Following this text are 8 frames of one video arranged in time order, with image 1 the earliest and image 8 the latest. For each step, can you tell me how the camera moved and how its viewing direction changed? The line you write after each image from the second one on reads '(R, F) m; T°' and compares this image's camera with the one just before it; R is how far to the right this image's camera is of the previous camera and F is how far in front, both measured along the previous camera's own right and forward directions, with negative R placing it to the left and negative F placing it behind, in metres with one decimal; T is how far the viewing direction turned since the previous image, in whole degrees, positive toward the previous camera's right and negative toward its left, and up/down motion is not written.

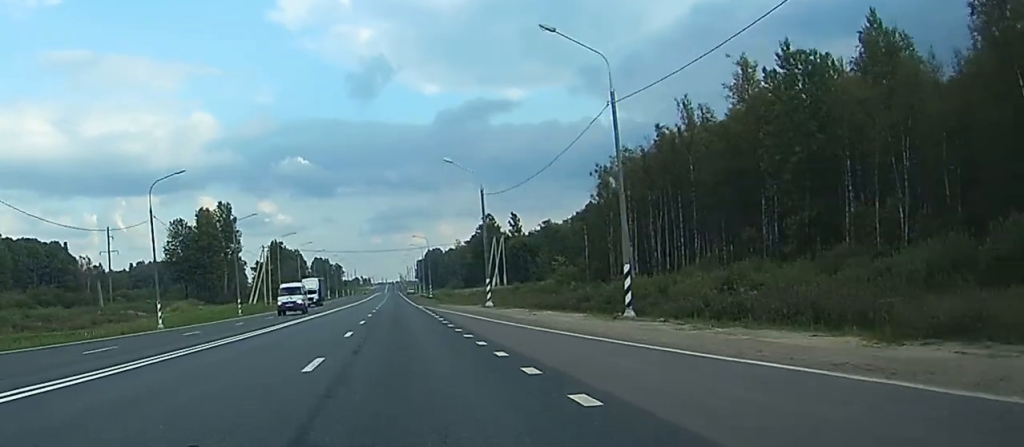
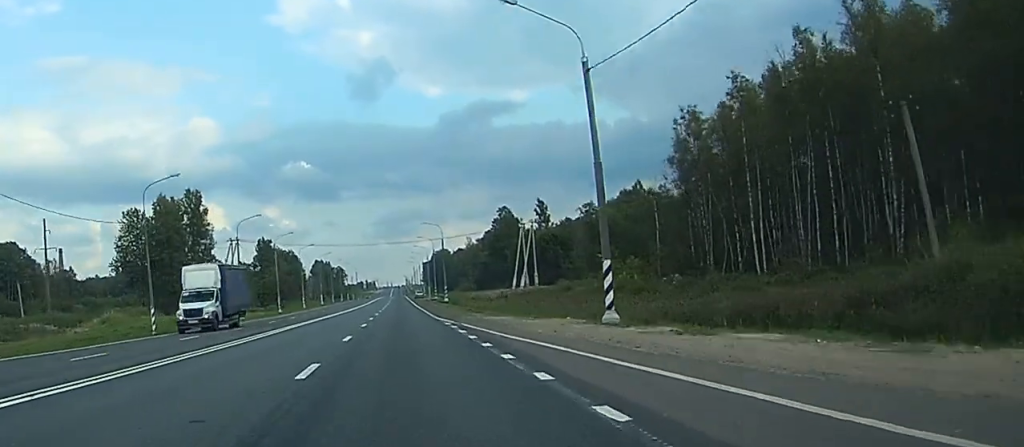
(-0.6, +37.3) m; -1°
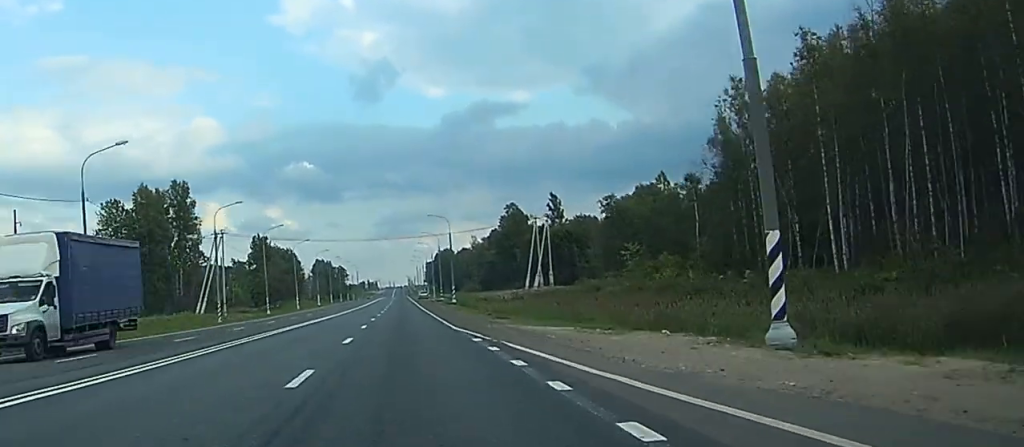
(0.0, +13.3) m; 0°
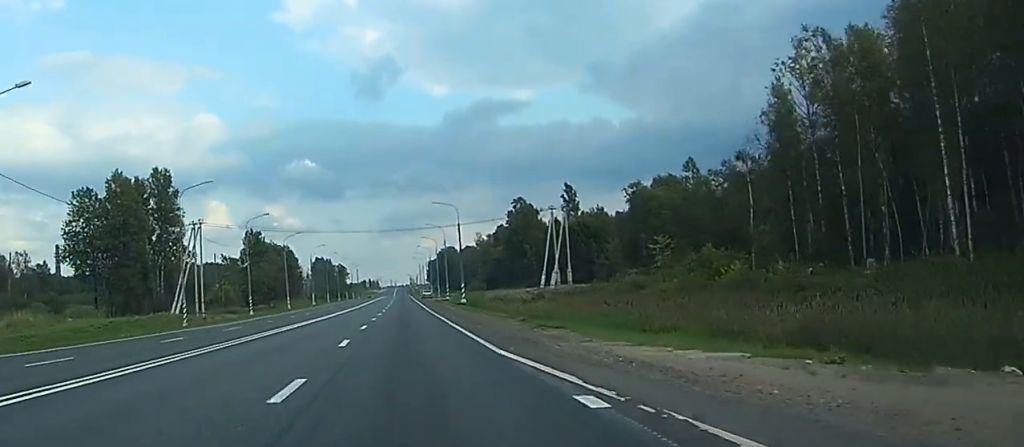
(0.0, +14.2) m; 0°
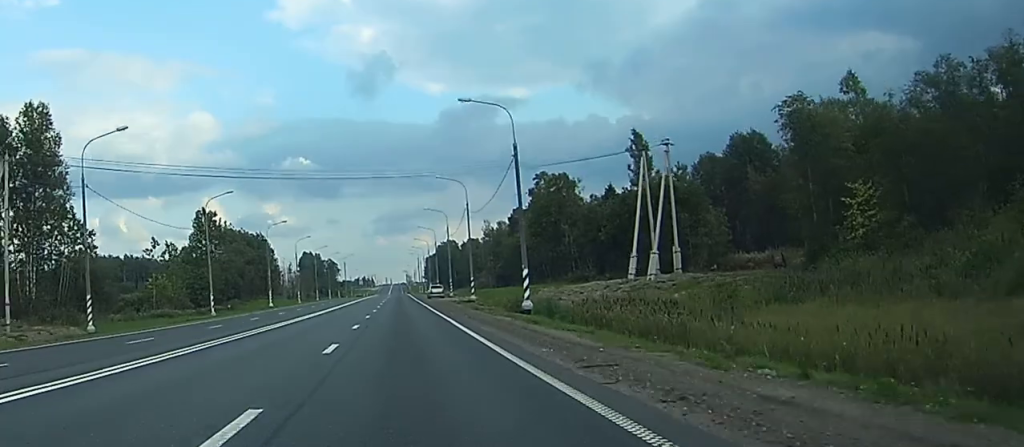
(+3.3, +51.3) m; +5°
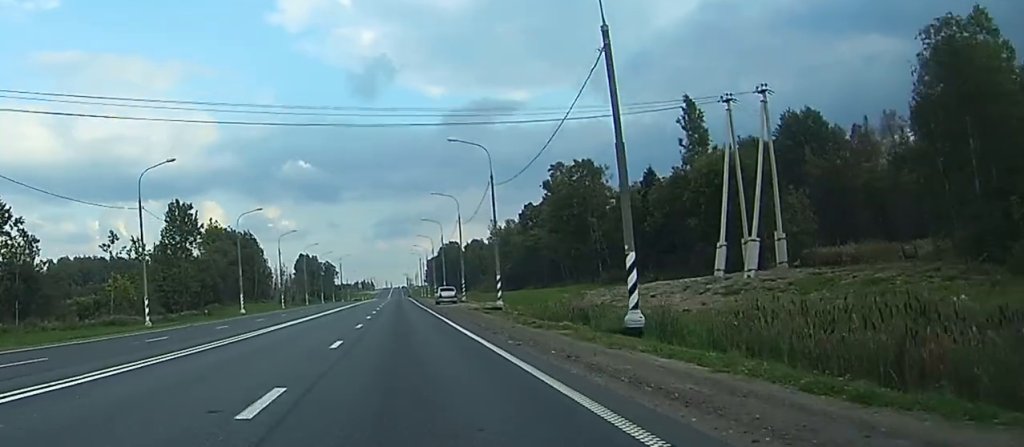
(-0.9, +21.3) m; -2°
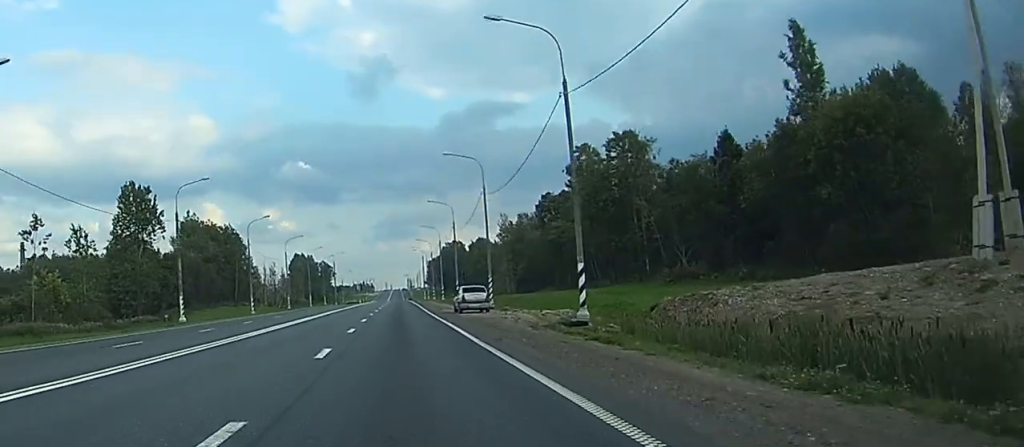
(-0.5, +27.1) m; -1°
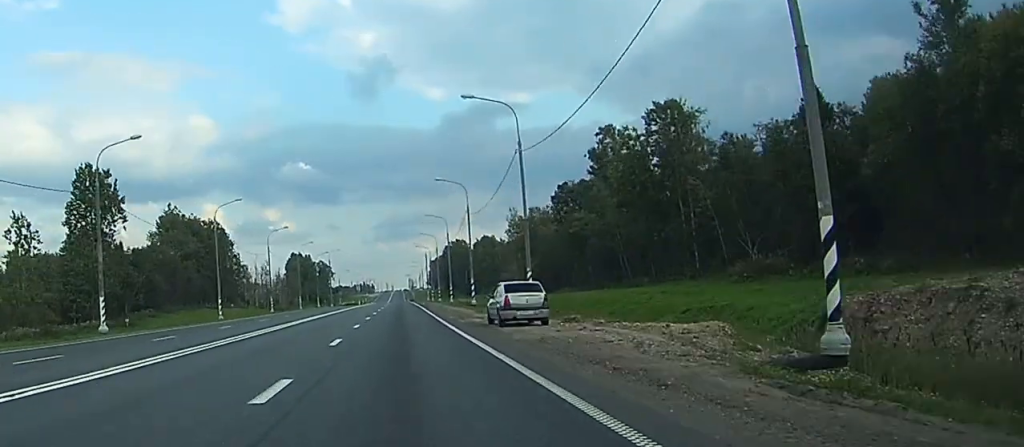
(0.0, +19.3) m; 0°
